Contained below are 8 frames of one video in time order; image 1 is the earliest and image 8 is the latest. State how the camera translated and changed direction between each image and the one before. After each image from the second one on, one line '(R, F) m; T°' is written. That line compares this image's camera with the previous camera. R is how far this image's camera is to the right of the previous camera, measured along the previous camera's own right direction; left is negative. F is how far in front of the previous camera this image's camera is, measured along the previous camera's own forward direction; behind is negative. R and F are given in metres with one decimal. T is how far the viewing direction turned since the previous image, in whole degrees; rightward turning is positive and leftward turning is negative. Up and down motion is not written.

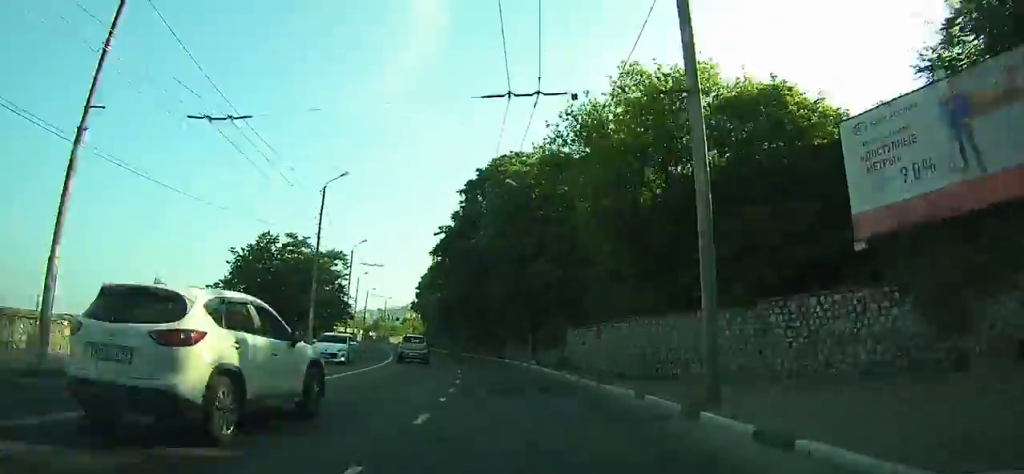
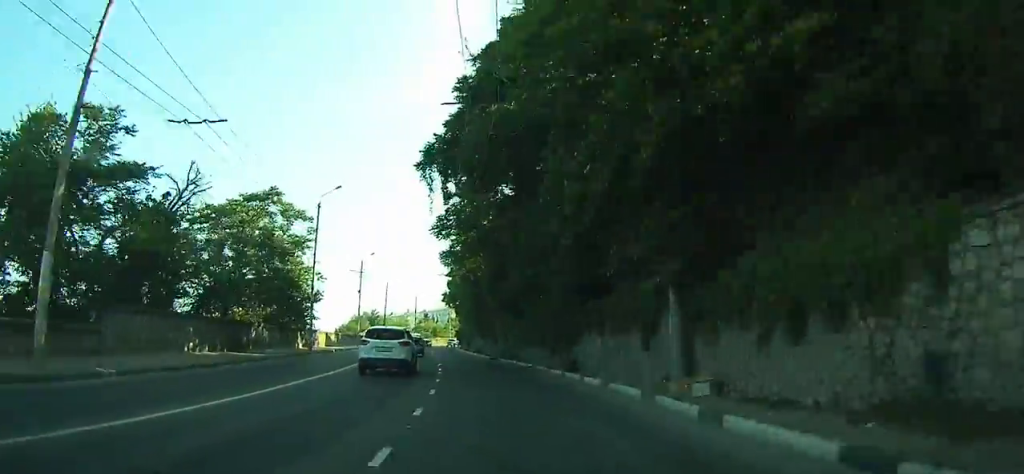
(-0.6, +25.6) m; -4°
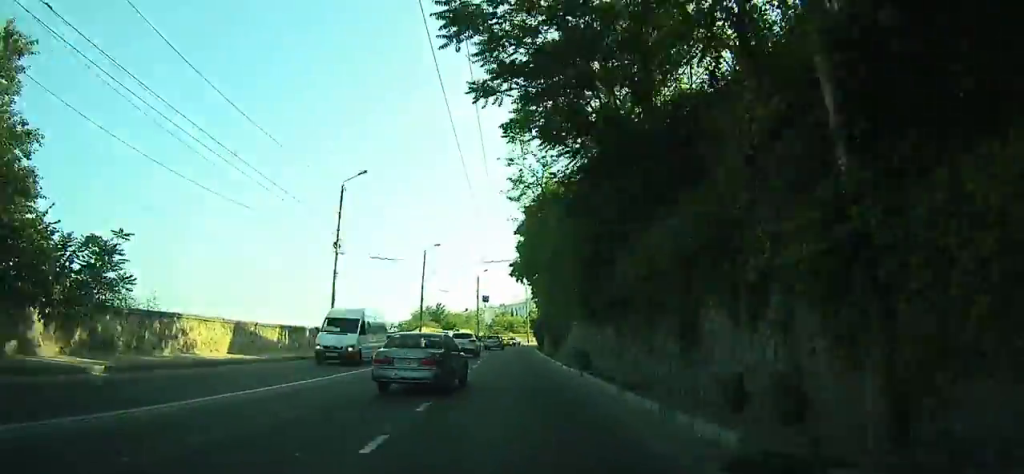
(-2.1, +35.5) m; -6°
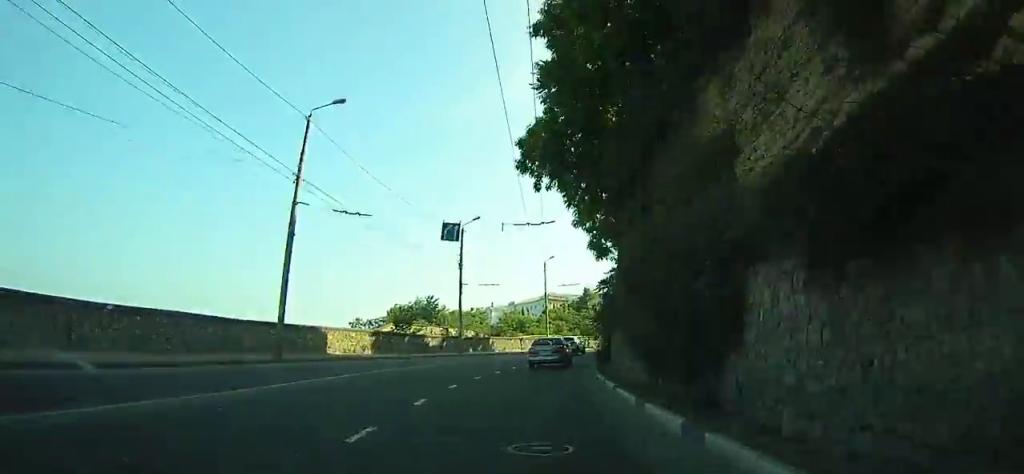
(-1.2, +38.0) m; 0°
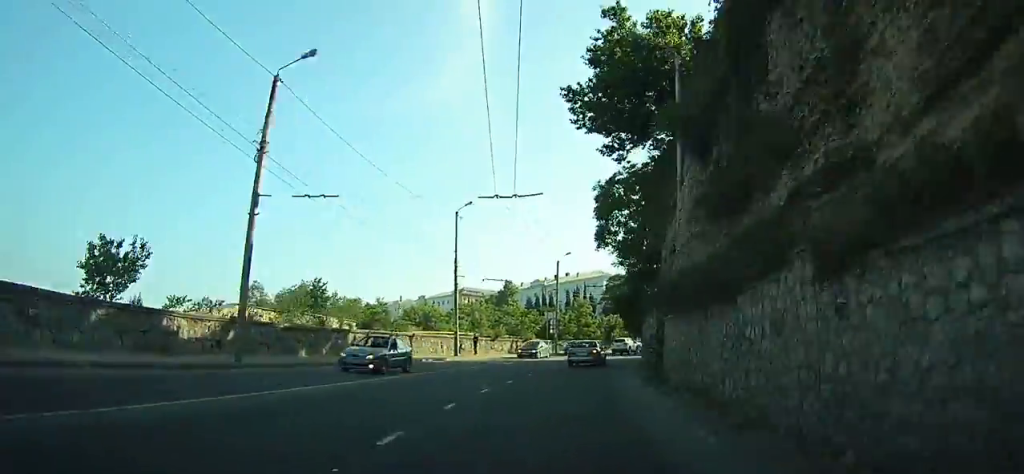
(+0.3, +27.3) m; +6°
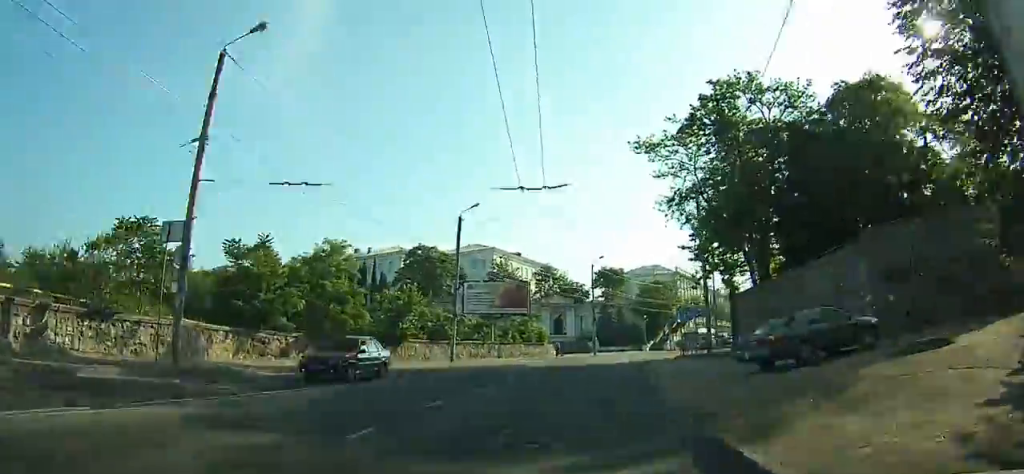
(+6.4, +45.3) m; +17°
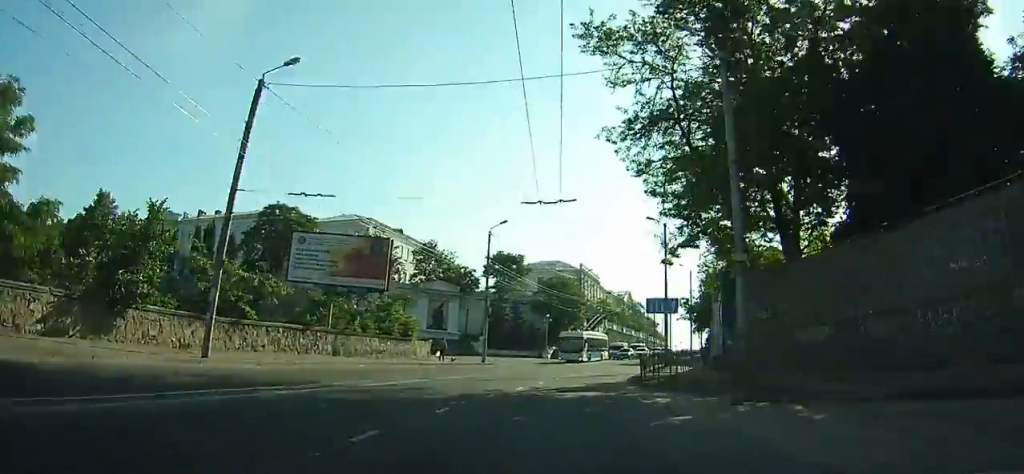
(+1.5, +19.2) m; +10°
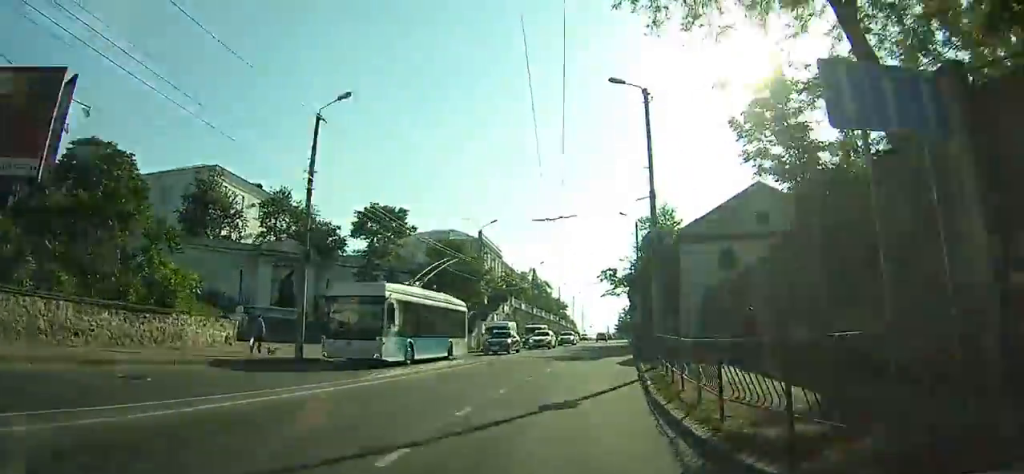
(+1.6, +20.2) m; +12°
